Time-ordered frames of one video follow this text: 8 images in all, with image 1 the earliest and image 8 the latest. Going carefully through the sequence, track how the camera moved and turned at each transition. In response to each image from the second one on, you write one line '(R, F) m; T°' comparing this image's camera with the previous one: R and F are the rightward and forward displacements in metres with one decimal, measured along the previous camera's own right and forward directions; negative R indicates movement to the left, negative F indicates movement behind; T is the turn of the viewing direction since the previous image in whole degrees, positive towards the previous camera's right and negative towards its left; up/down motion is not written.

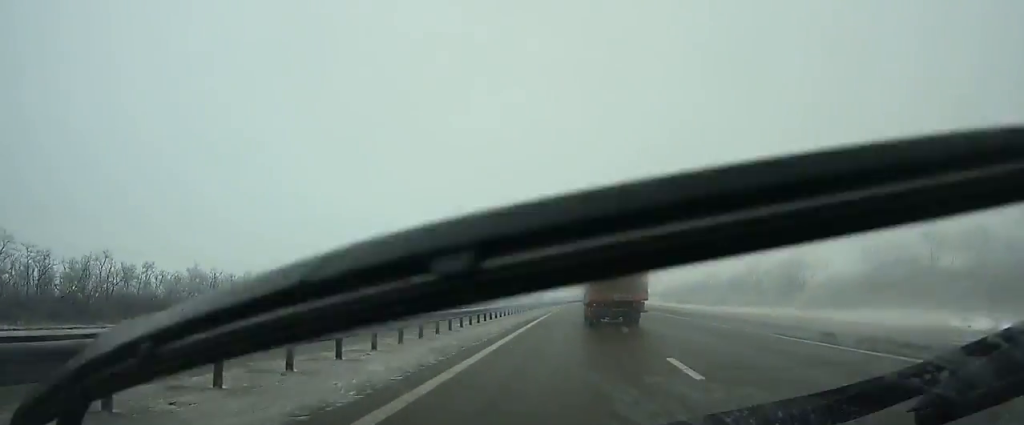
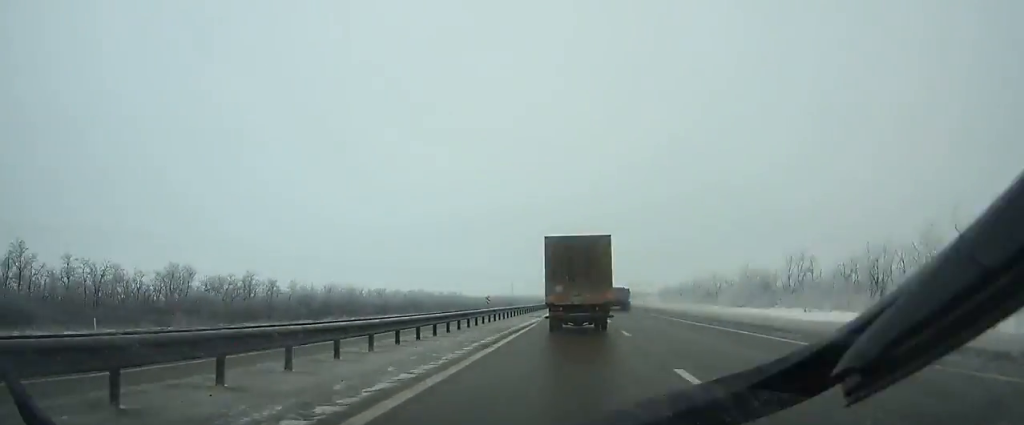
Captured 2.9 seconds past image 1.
(+0.8, +74.0) m; +1°
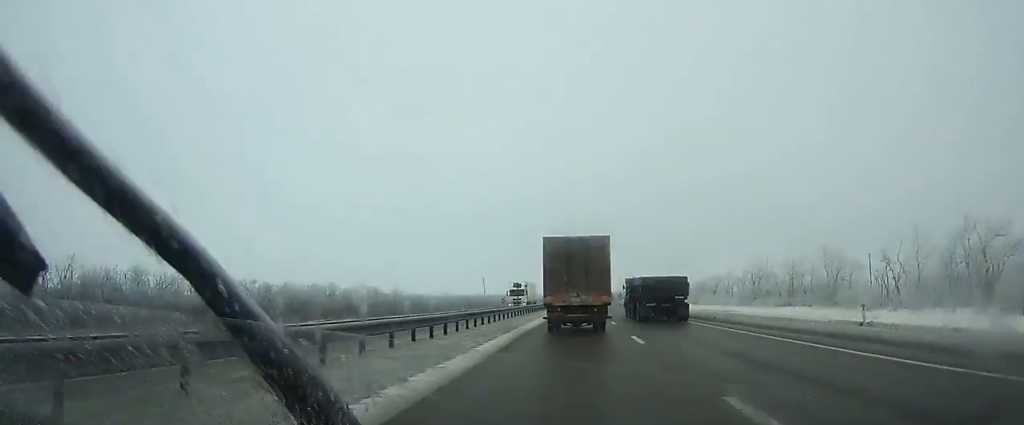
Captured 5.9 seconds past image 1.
(+0.9, +76.4) m; +2°
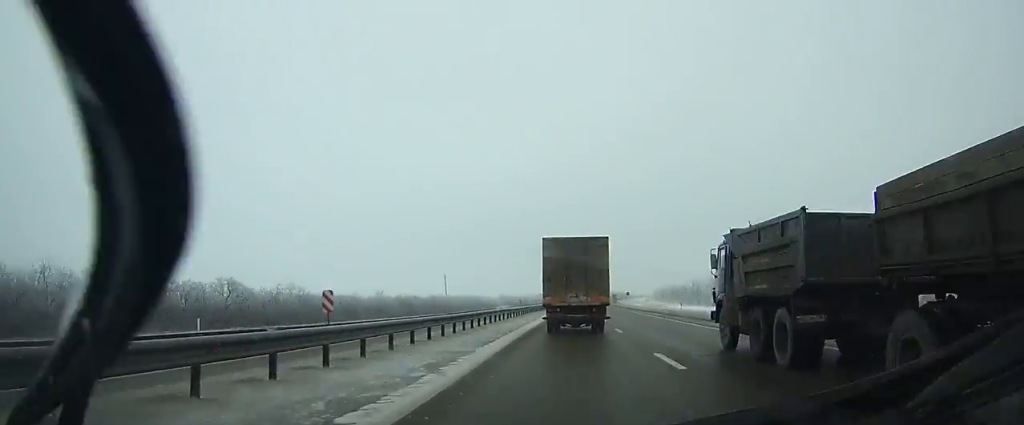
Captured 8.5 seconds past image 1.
(+0.9, +66.7) m; +2°
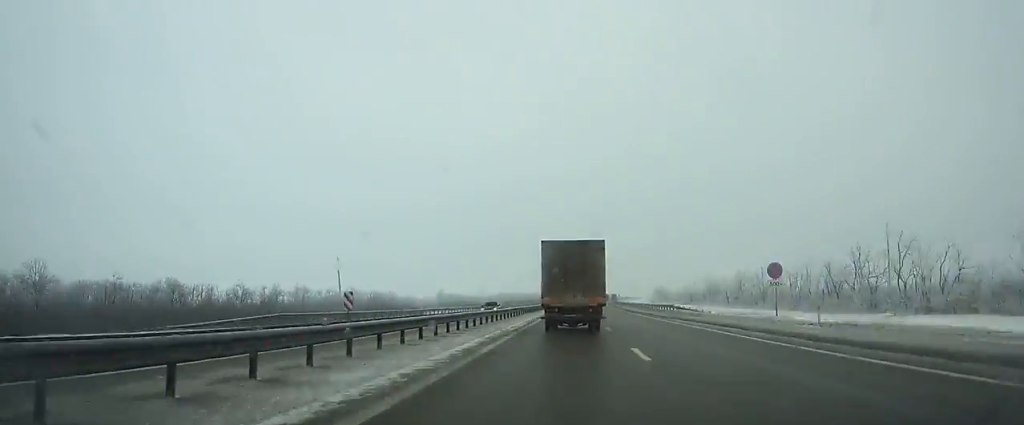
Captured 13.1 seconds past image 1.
(+2.8, +120.0) m; +3°
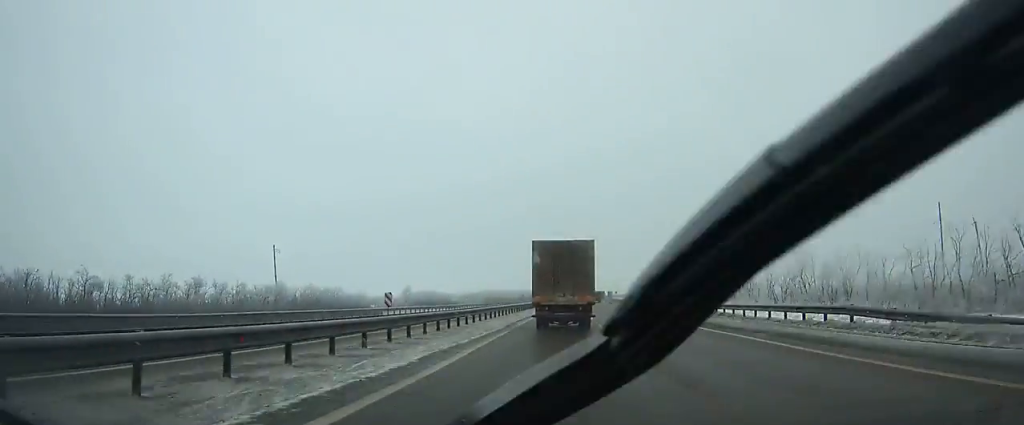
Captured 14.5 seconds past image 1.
(+0.4, +37.0) m; +1°
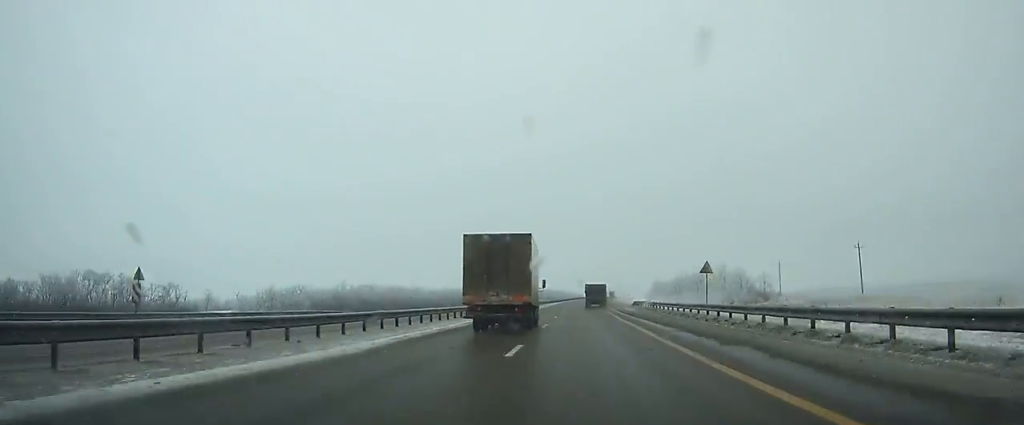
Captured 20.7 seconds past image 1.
(+3.0, +163.5) m; +2°
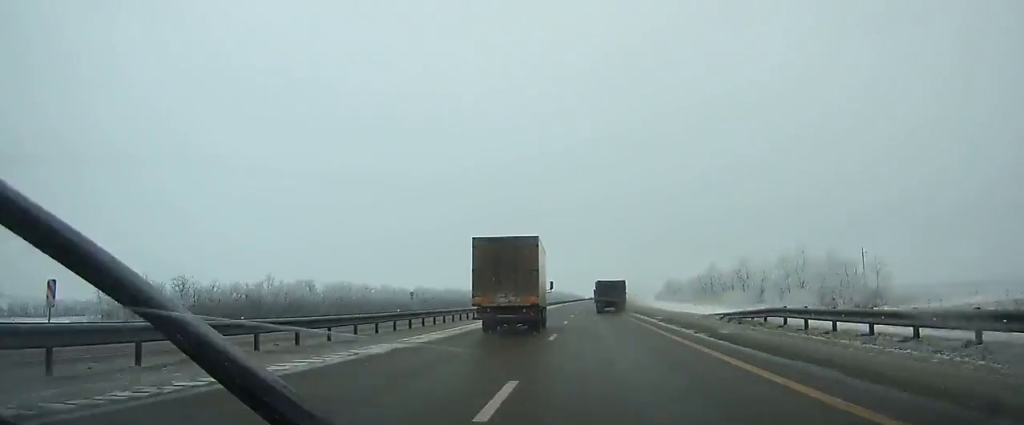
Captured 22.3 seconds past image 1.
(-0.3, +41.4) m; 0°
